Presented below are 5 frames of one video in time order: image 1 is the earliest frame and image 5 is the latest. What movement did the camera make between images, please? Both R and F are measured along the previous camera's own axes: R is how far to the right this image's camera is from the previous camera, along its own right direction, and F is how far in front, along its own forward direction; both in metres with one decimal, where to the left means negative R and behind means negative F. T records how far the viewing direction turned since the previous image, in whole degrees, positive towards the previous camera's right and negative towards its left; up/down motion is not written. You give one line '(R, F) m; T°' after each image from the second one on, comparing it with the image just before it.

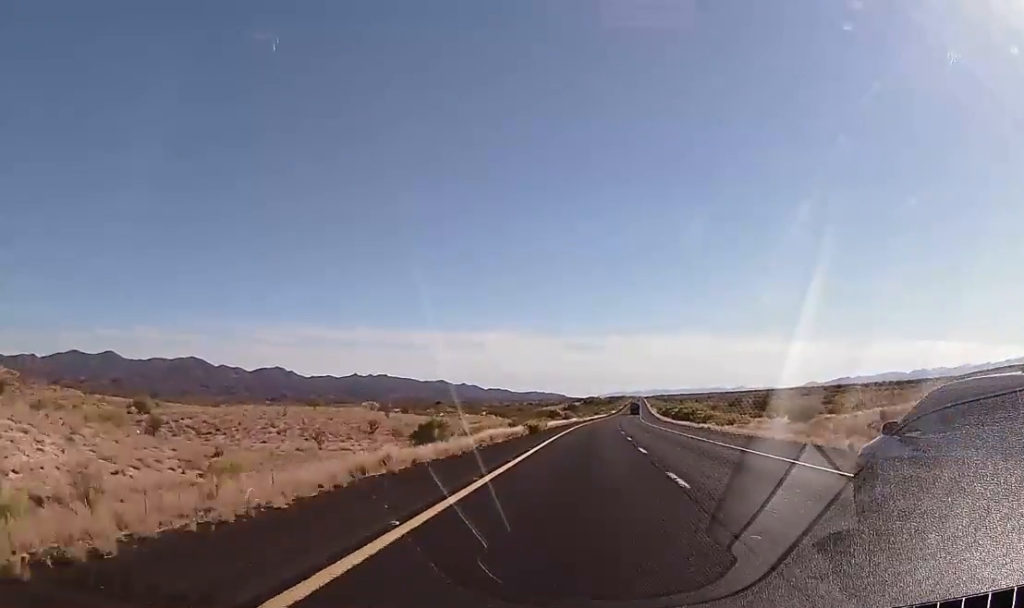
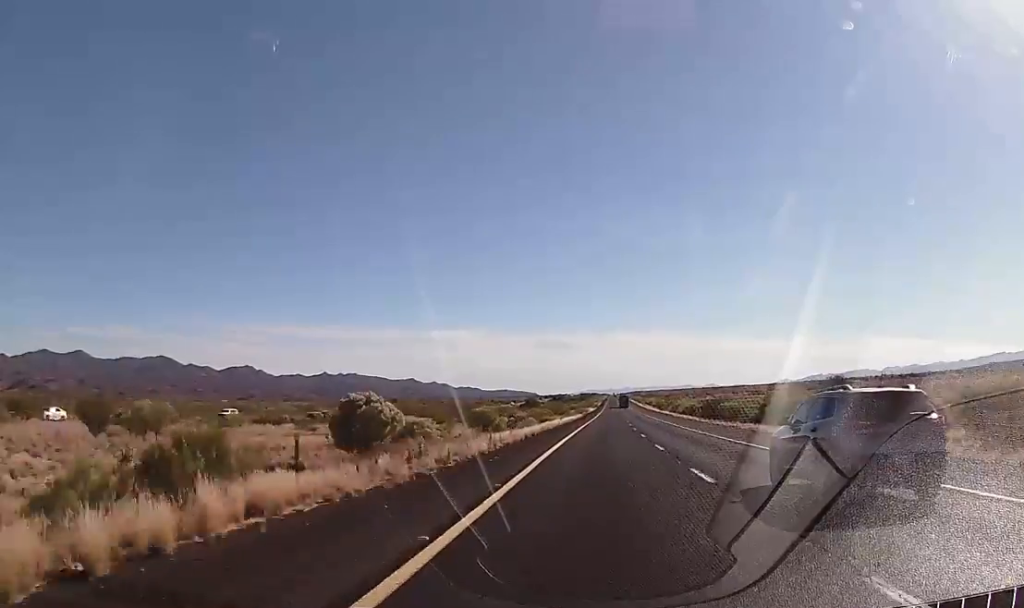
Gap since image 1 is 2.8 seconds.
(+1.1, +105.7) m; +2°
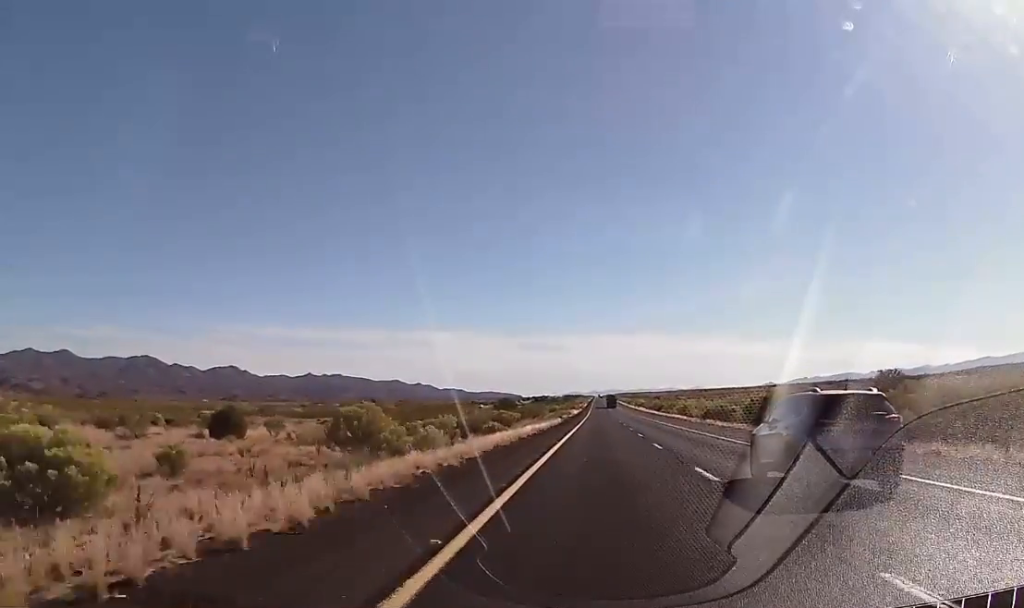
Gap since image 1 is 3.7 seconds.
(+0.4, +35.2) m; +1°
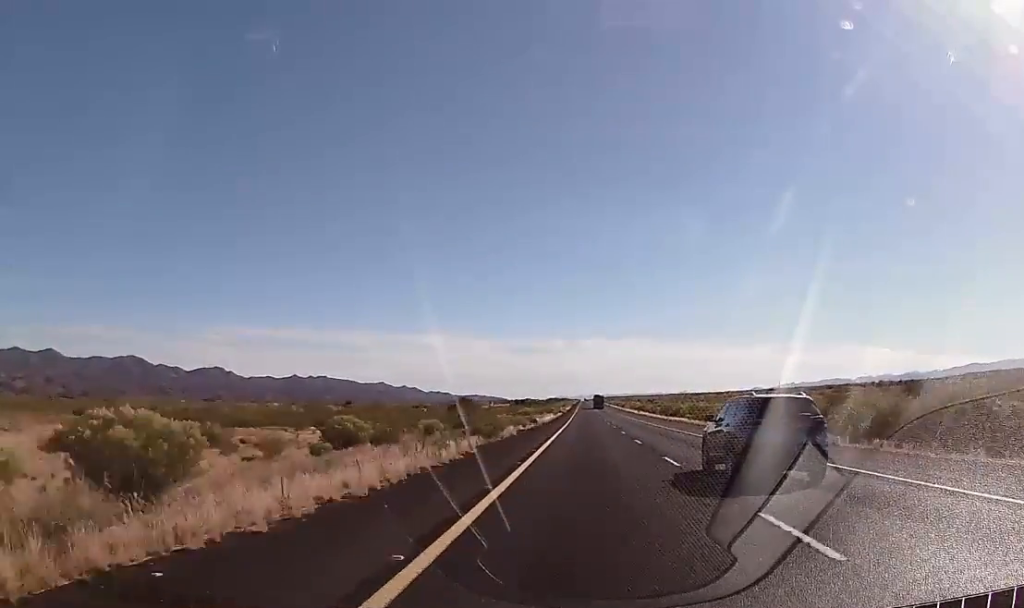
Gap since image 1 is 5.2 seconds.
(+0.4, +55.7) m; +1°
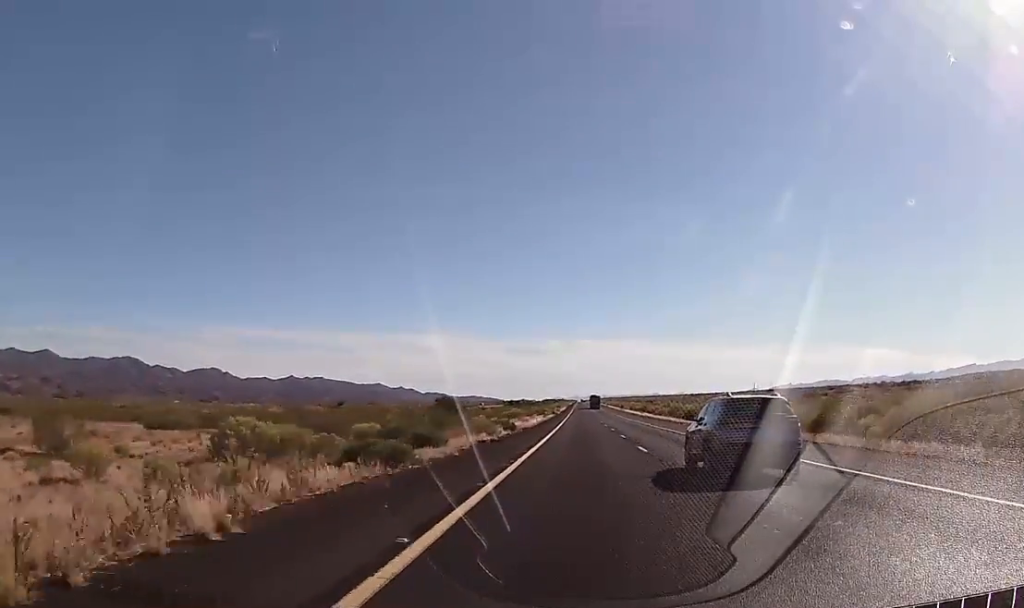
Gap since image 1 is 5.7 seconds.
(+0.1, +17.8) m; 0°
